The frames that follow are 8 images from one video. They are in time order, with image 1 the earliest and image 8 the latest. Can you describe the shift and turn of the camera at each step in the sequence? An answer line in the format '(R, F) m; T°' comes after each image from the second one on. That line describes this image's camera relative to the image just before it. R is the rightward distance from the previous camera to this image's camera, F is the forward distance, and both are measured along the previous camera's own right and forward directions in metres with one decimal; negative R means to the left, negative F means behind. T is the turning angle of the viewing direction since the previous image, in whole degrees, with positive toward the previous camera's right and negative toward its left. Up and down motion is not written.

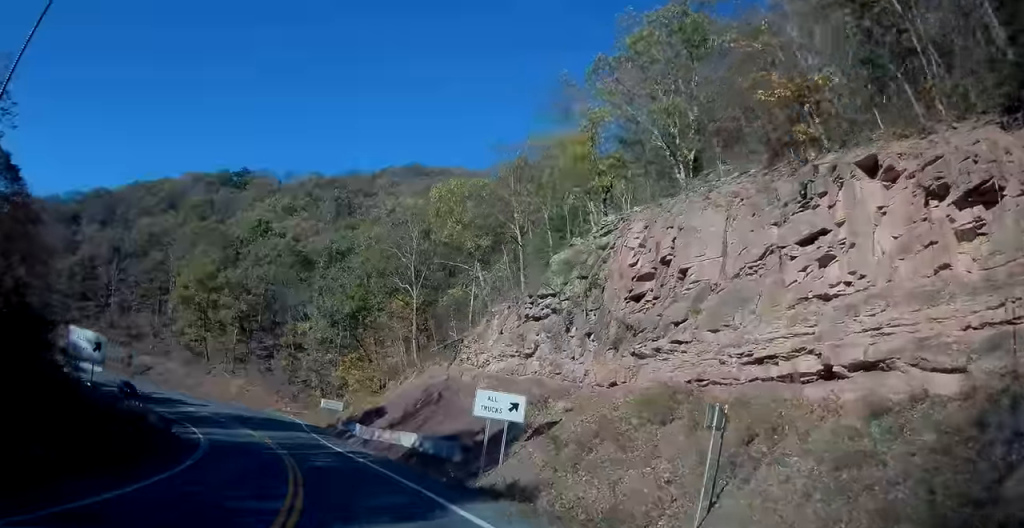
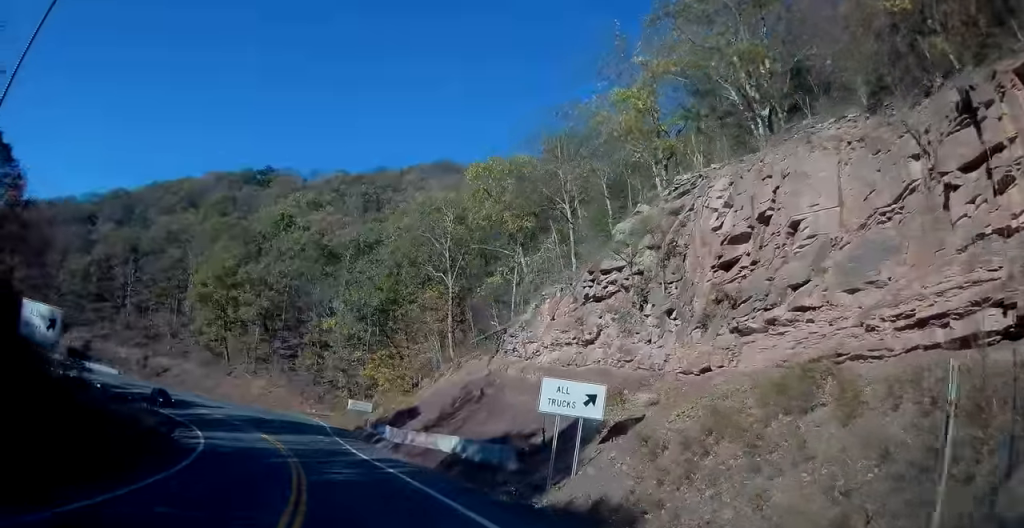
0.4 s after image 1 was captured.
(0.0, +5.4) m; -2°
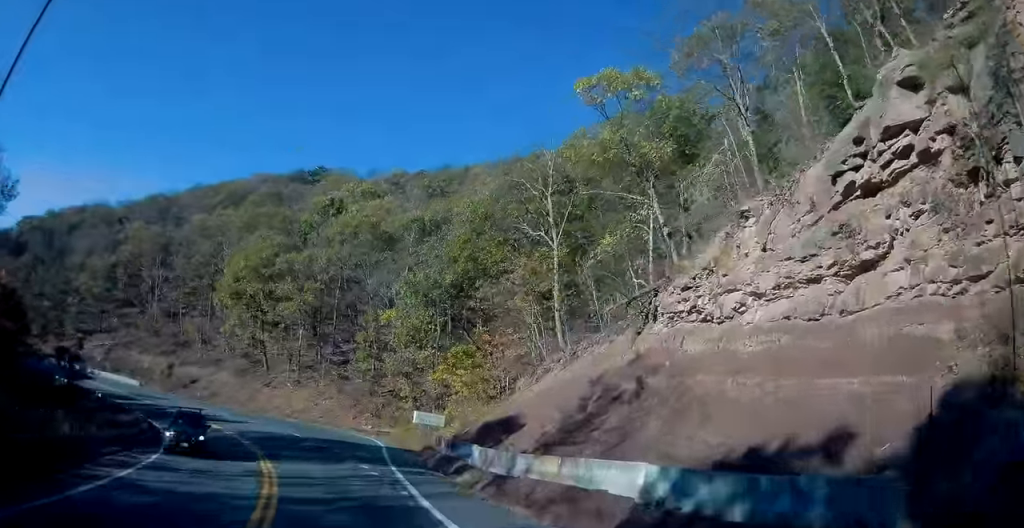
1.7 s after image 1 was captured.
(-1.3, +15.9) m; -9°
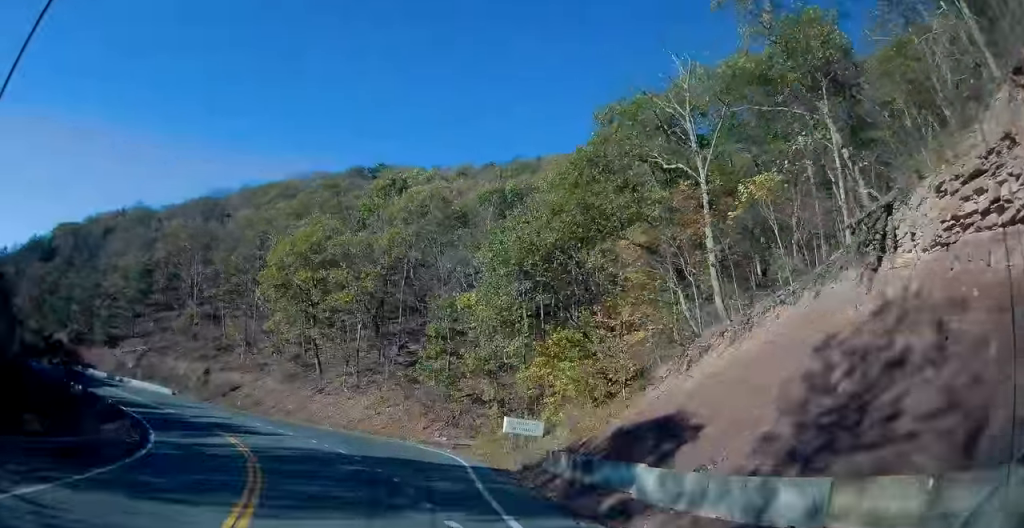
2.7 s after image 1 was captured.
(-0.8, +12.2) m; -7°
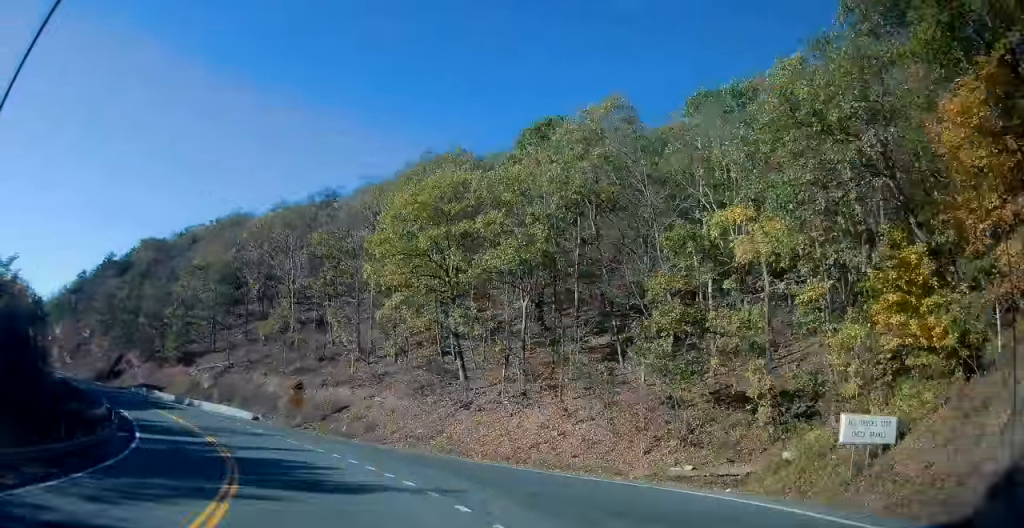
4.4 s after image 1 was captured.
(-1.9, +22.6) m; -10°
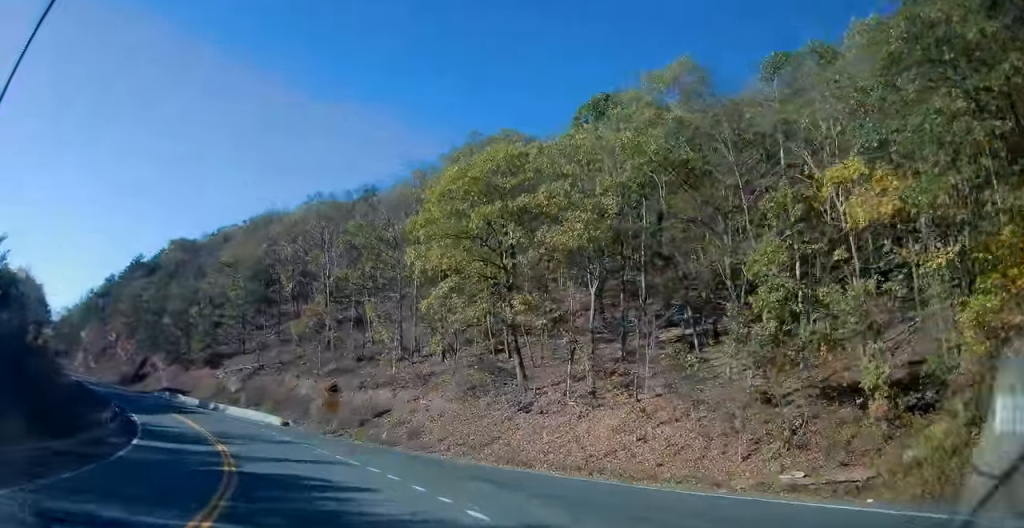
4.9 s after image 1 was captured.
(-0.3, +6.1) m; -4°
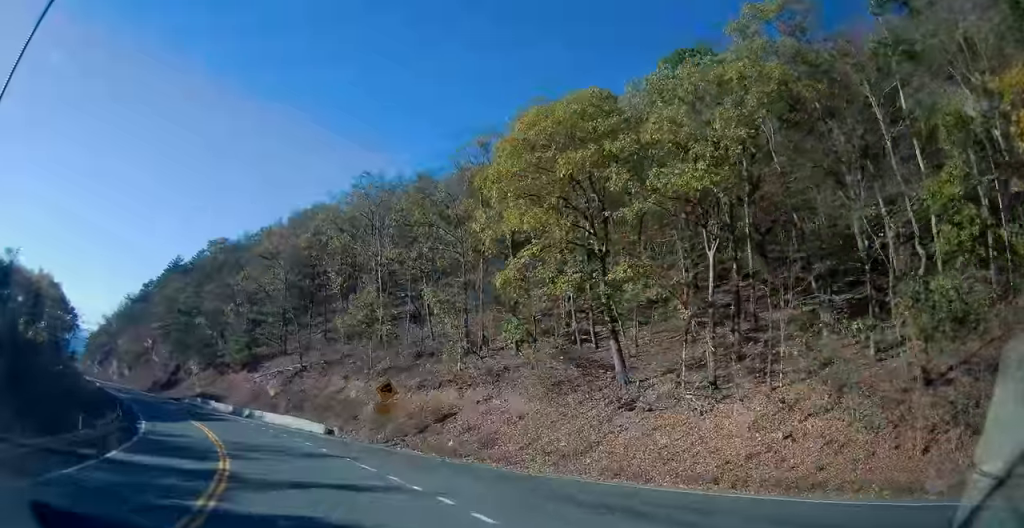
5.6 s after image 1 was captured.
(-0.3, +8.7) m; -6°
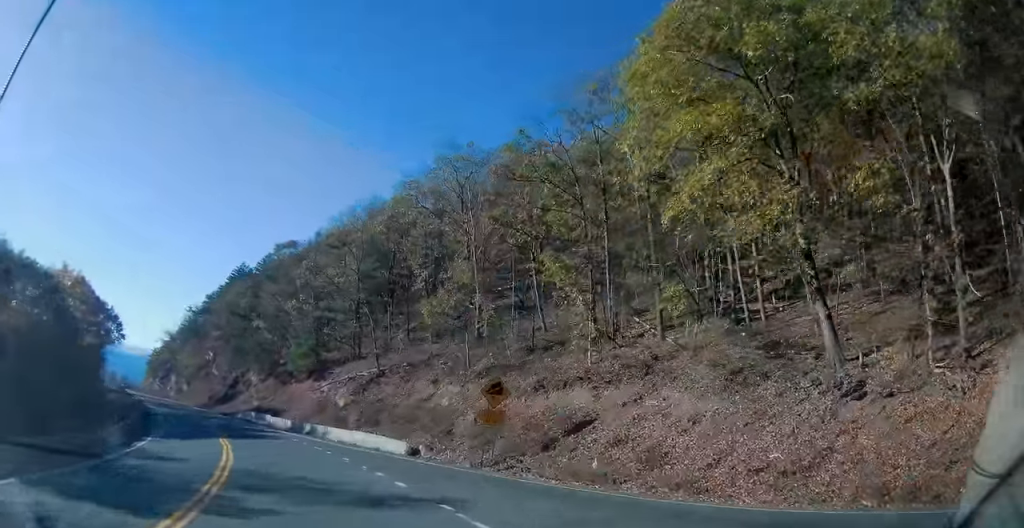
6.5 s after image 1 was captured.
(-0.9, +12.1) m; -11°
